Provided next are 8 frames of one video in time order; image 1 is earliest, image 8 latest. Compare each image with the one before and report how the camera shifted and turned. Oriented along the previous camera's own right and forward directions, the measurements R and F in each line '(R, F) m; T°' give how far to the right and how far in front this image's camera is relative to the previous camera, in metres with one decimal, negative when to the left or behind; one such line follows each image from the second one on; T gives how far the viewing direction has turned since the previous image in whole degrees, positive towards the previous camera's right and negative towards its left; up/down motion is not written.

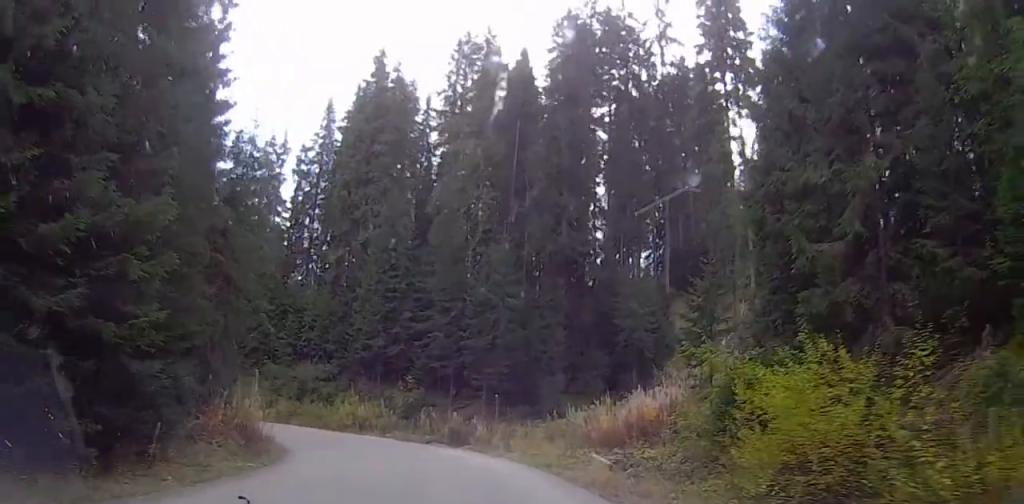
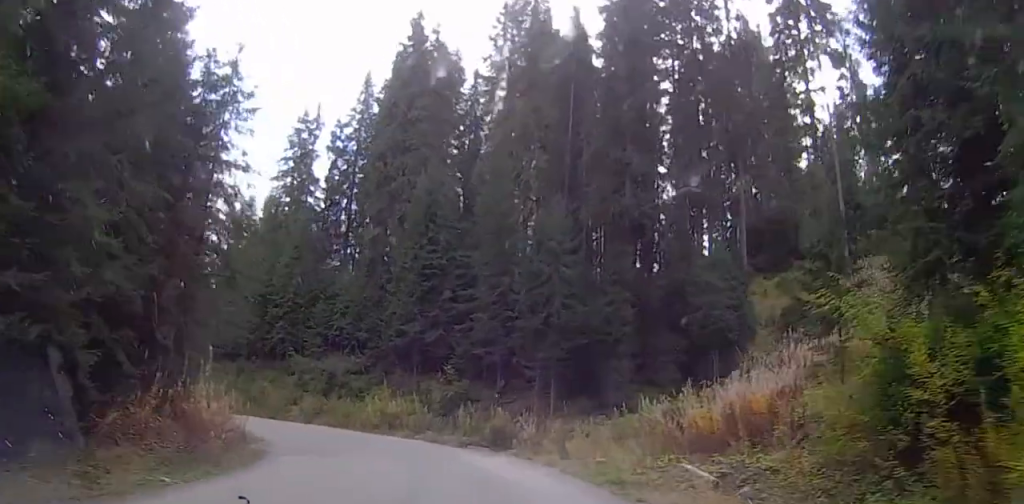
(+0.1, +7.1) m; -3°
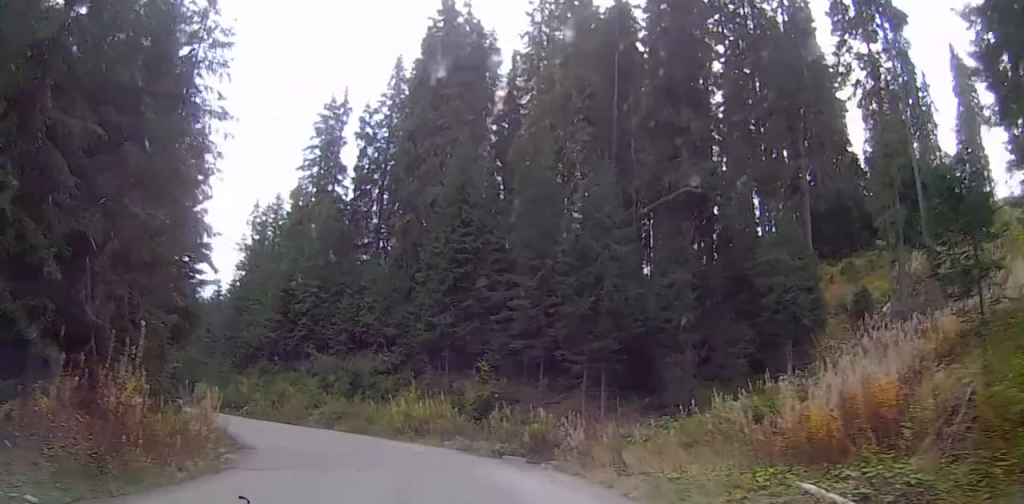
(-0.3, +5.0) m; -4°
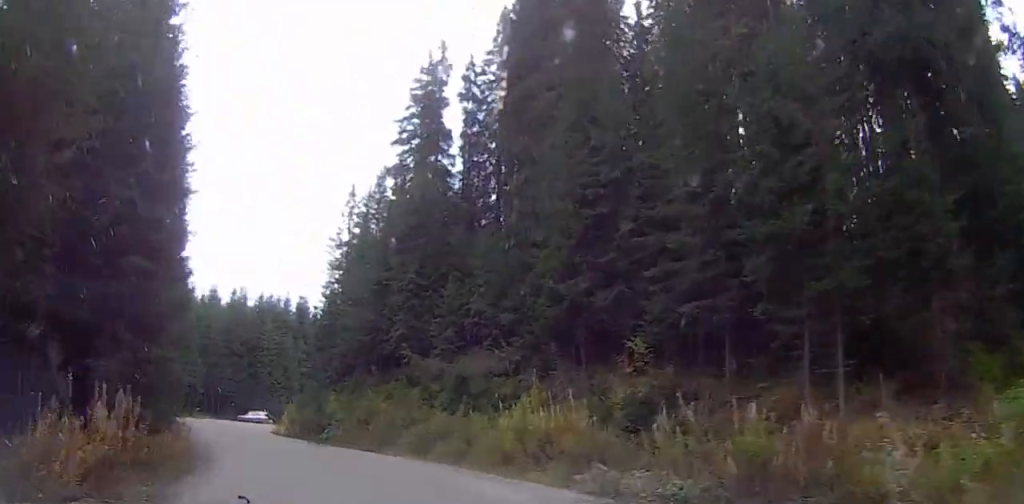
(-1.3, +12.4) m; -12°
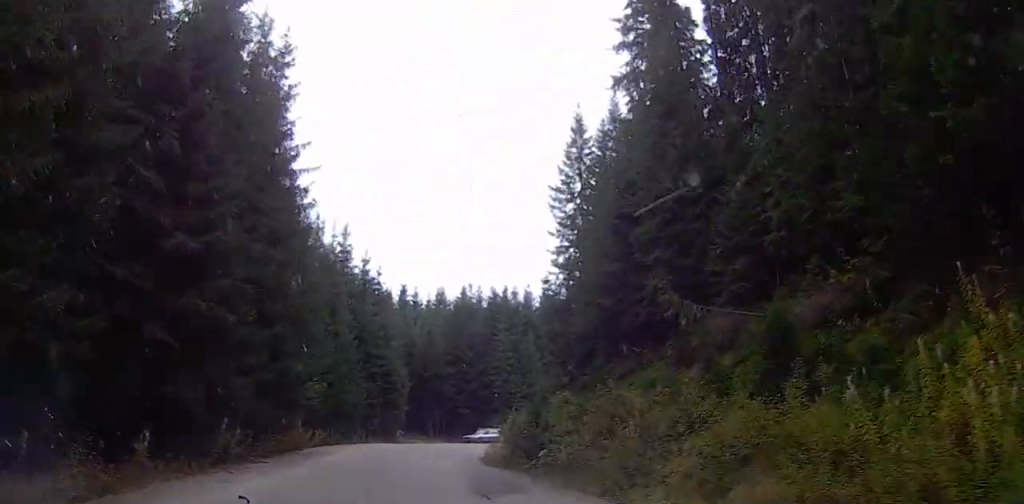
(-1.9, +16.6) m; -14°
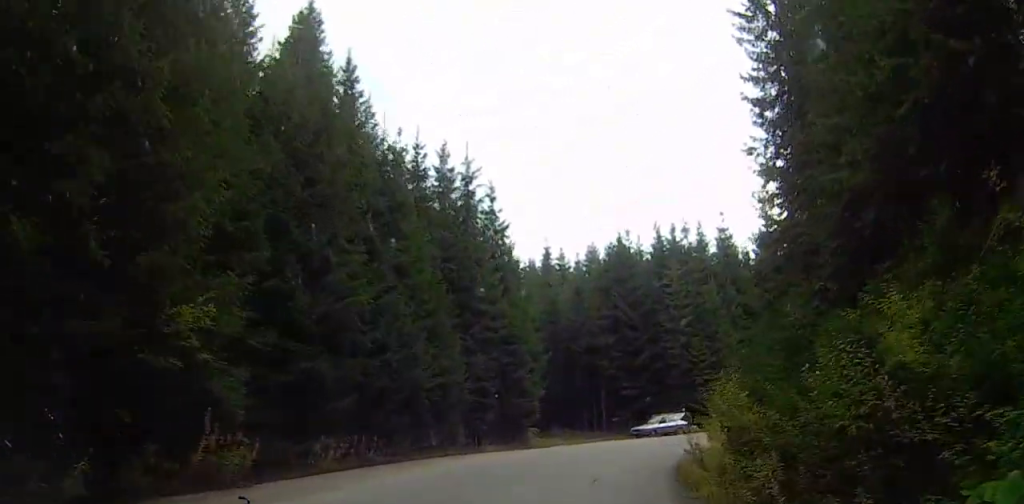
(-3.4, +18.9) m; -15°
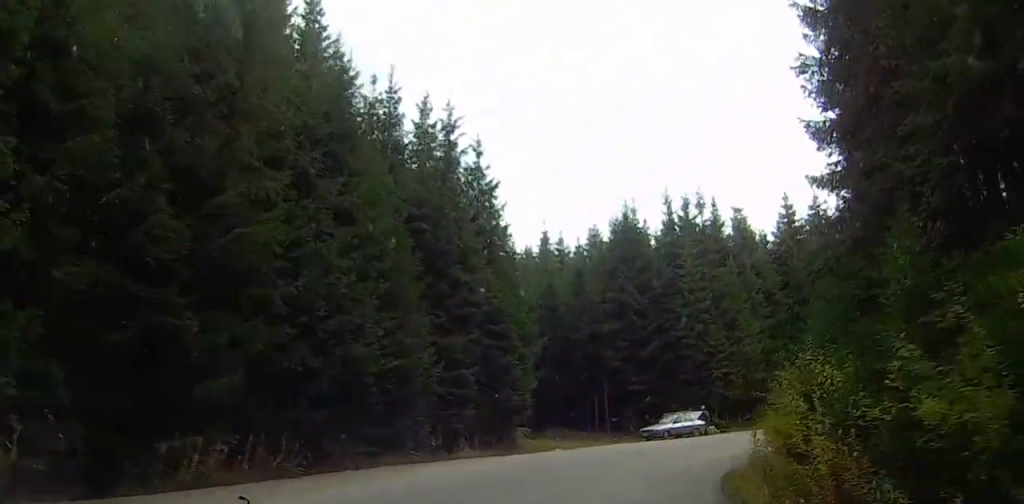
(0.0, +7.2) m; 0°
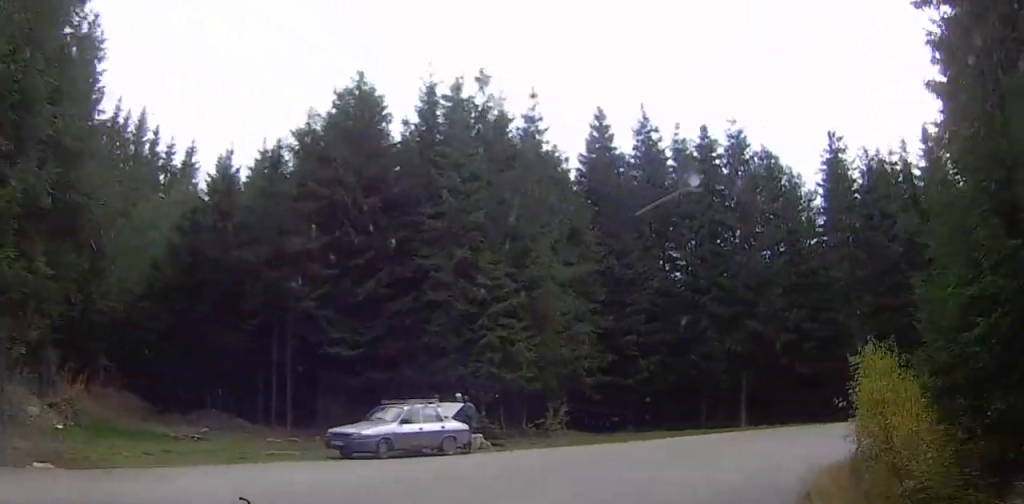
(+2.4, +22.1) m; +22°
